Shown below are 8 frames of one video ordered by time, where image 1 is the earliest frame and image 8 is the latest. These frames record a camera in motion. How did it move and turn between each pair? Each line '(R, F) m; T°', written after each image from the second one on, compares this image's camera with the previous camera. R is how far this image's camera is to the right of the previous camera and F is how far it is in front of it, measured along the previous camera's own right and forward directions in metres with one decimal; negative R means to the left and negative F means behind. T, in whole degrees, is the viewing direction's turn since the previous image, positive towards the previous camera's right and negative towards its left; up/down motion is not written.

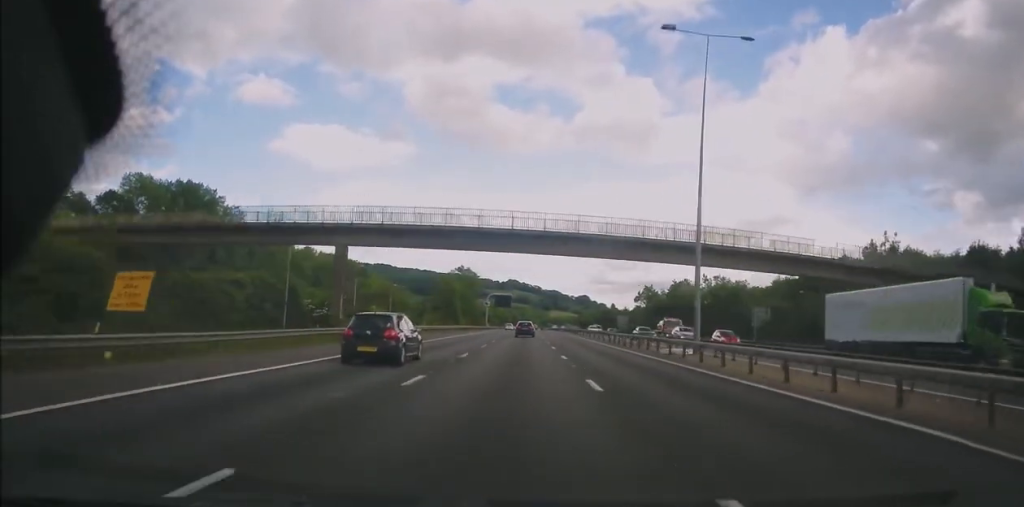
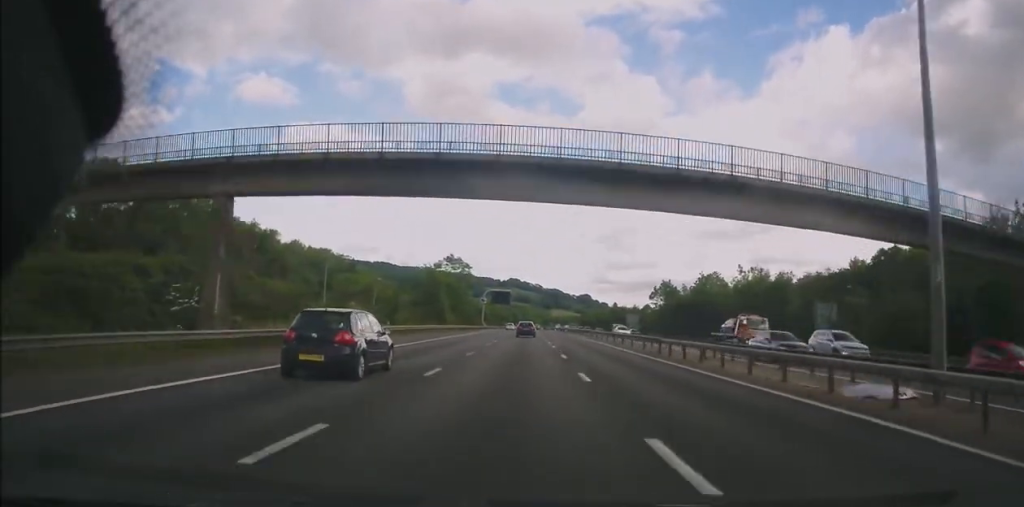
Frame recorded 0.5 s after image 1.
(0.0, +16.5) m; 0°
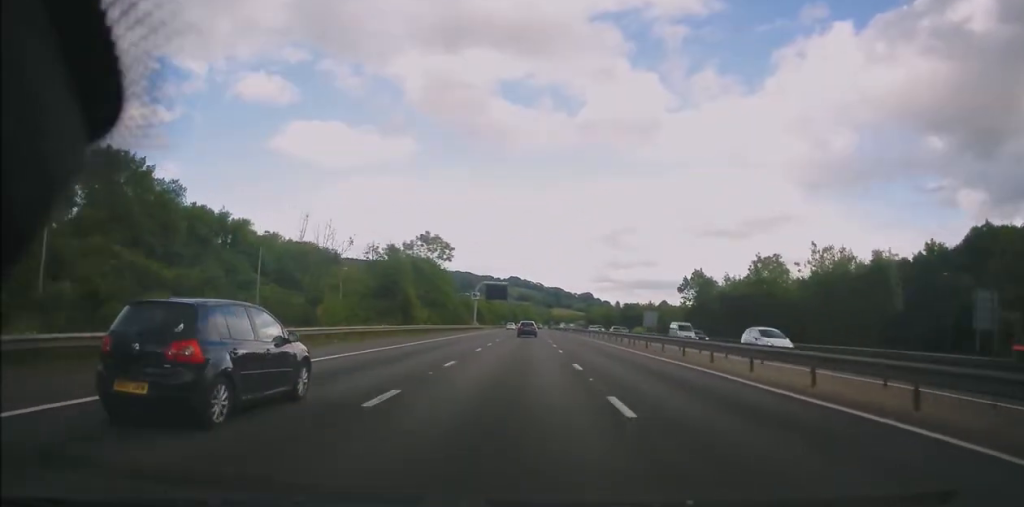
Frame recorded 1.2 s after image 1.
(-0.1, +23.2) m; 0°
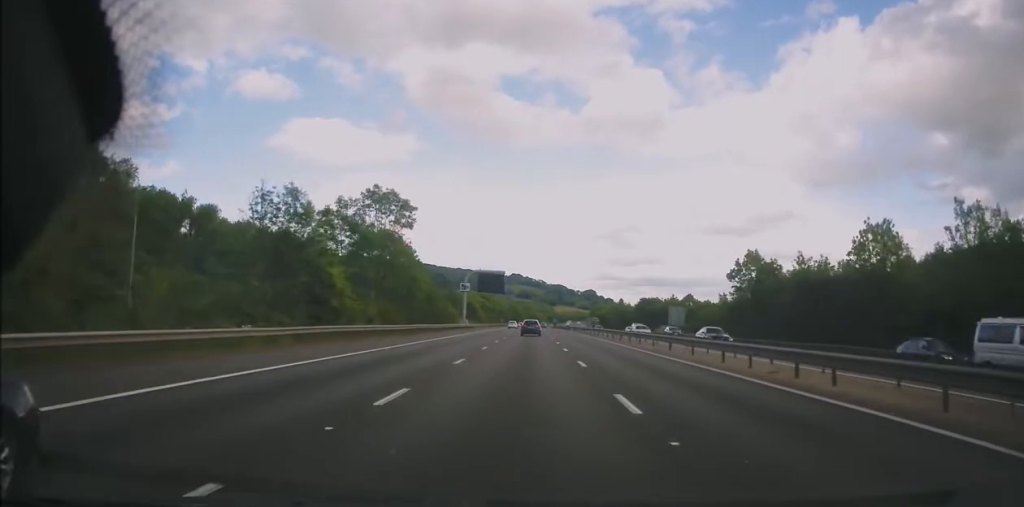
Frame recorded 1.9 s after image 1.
(-0.3, +24.3) m; 0°
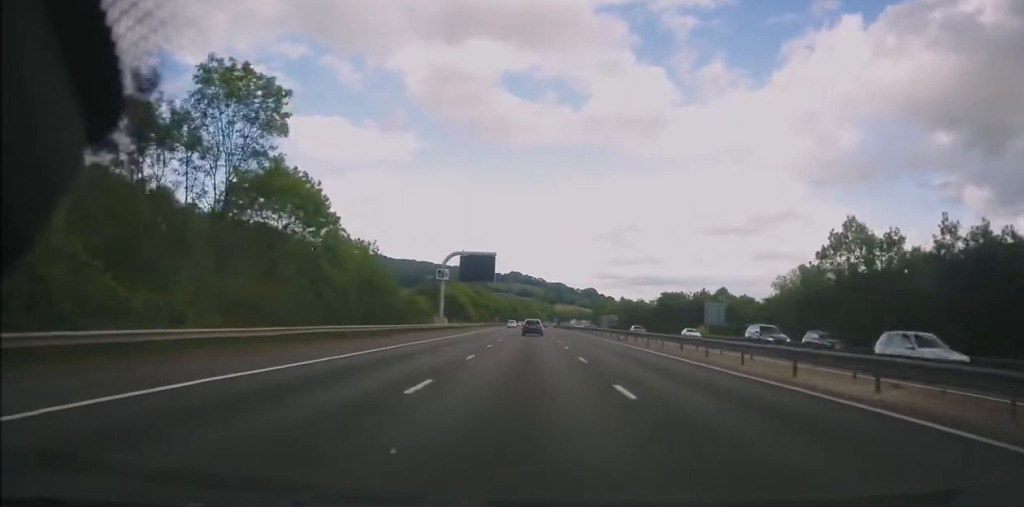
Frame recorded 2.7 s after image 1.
(+0.4, +25.4) m; +1°
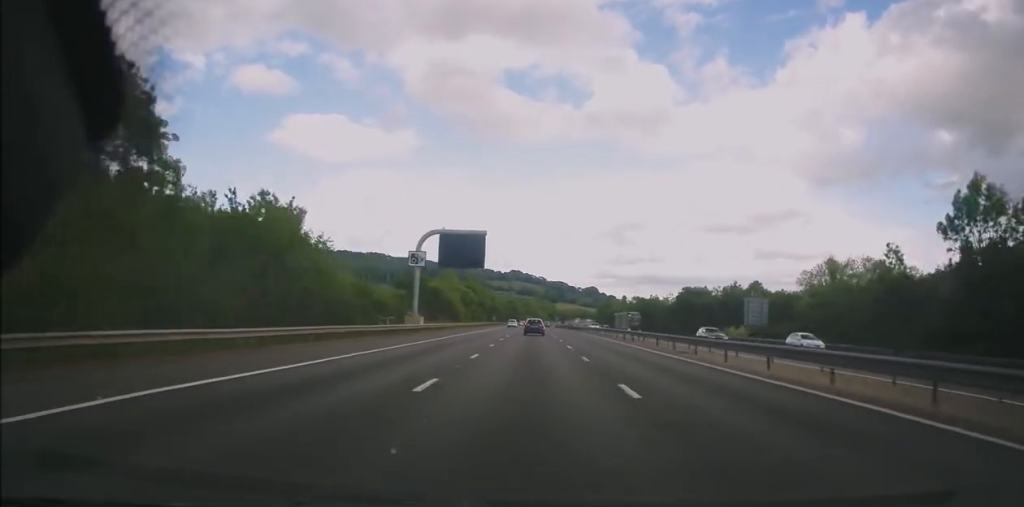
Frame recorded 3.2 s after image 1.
(+0.1, +17.7) m; 0°
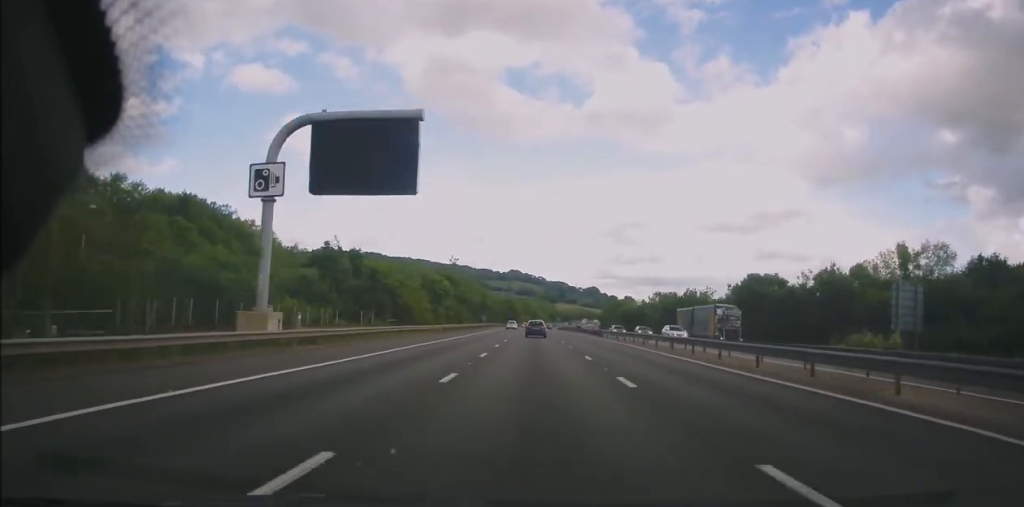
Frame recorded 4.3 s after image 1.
(-0.1, +34.4) m; 0°
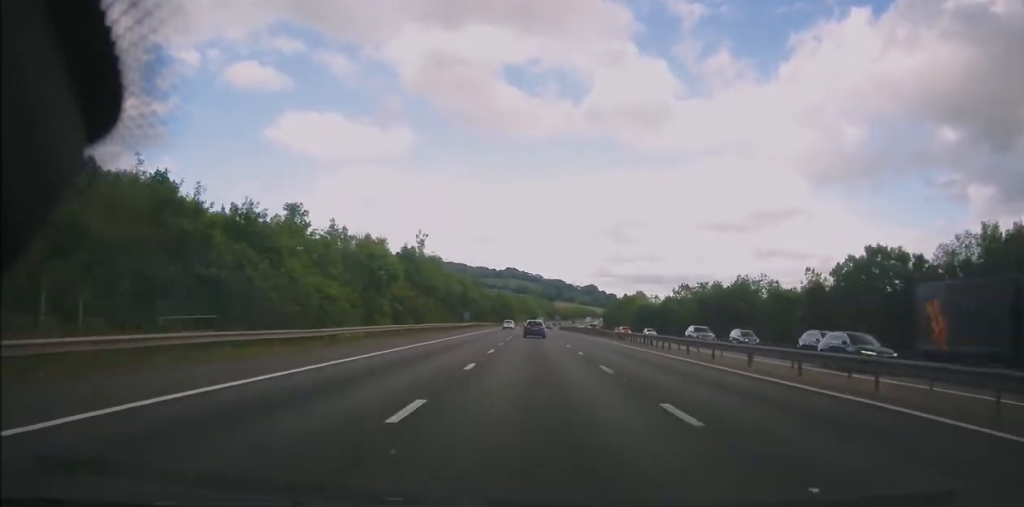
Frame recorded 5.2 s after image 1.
(0.0, +30.9) m; +1°
